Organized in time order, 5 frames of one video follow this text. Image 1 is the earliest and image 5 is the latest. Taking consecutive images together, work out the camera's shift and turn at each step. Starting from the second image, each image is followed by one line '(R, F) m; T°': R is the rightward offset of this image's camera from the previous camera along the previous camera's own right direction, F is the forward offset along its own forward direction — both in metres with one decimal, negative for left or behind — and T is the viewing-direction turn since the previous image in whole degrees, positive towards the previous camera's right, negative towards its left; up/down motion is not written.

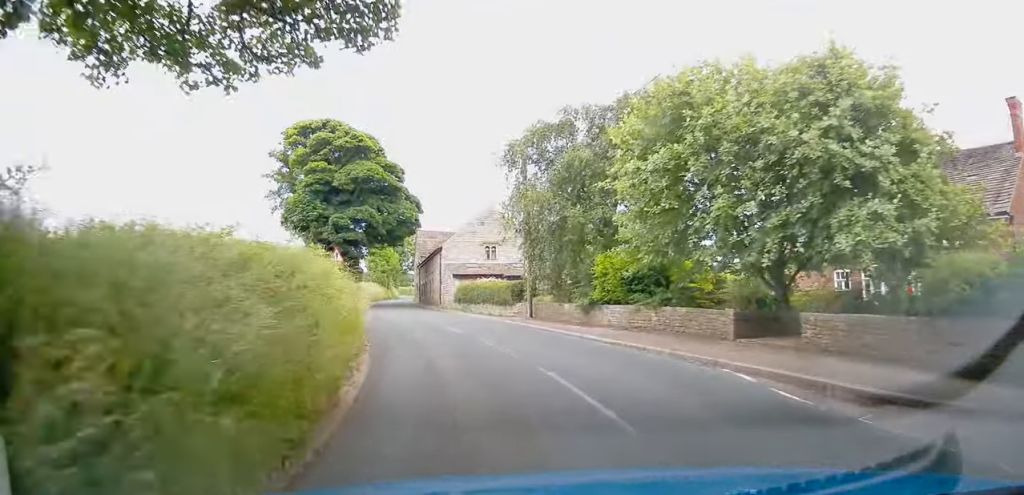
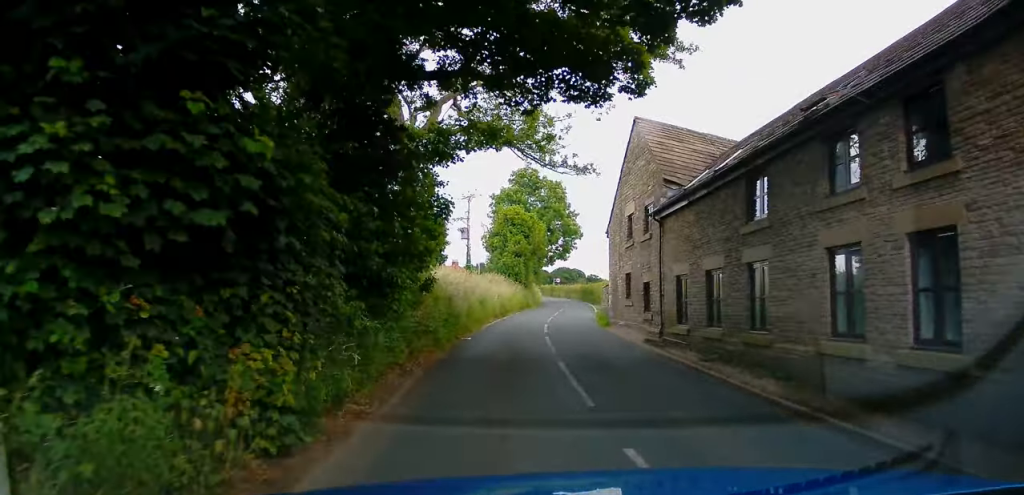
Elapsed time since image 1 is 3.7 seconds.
(-7.0, +39.0) m; -14°
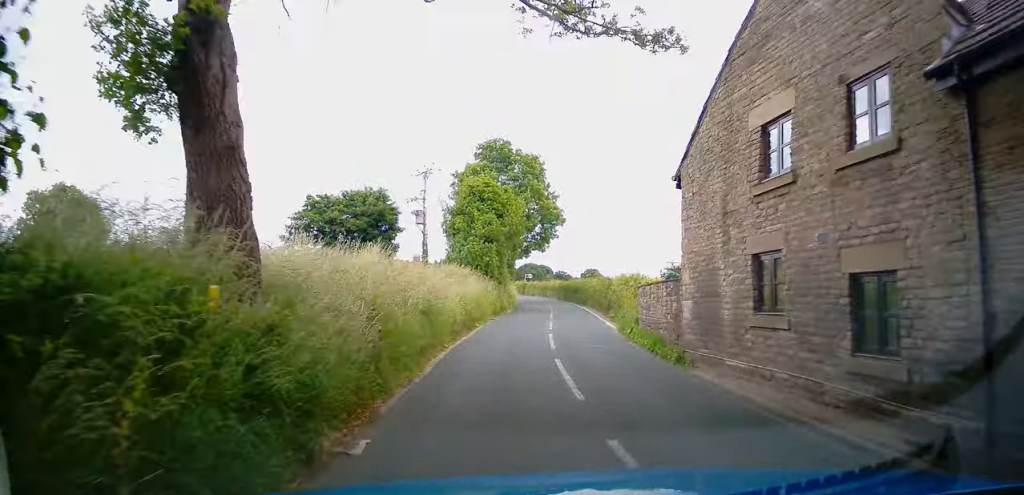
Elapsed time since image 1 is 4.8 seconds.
(+0.1, +12.1) m; +6°
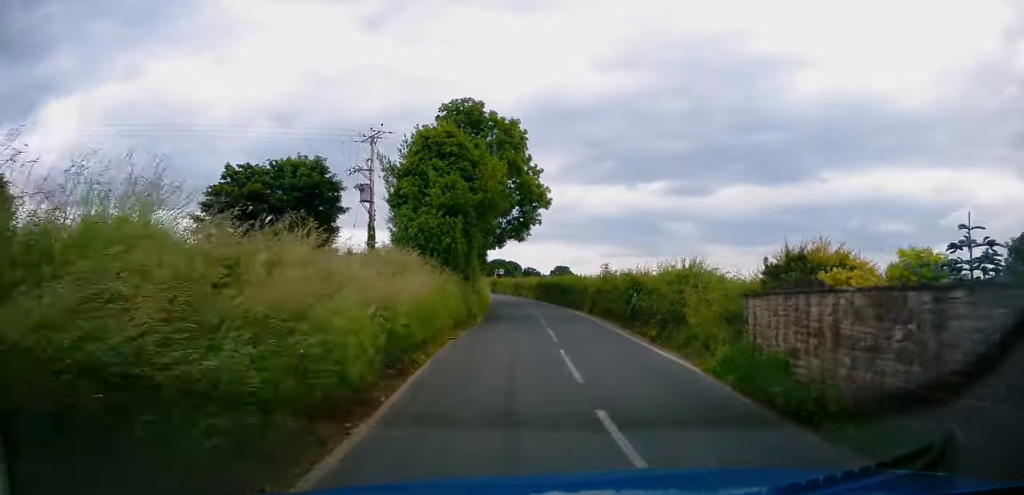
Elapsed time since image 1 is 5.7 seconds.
(+0.9, +10.8) m; +3°
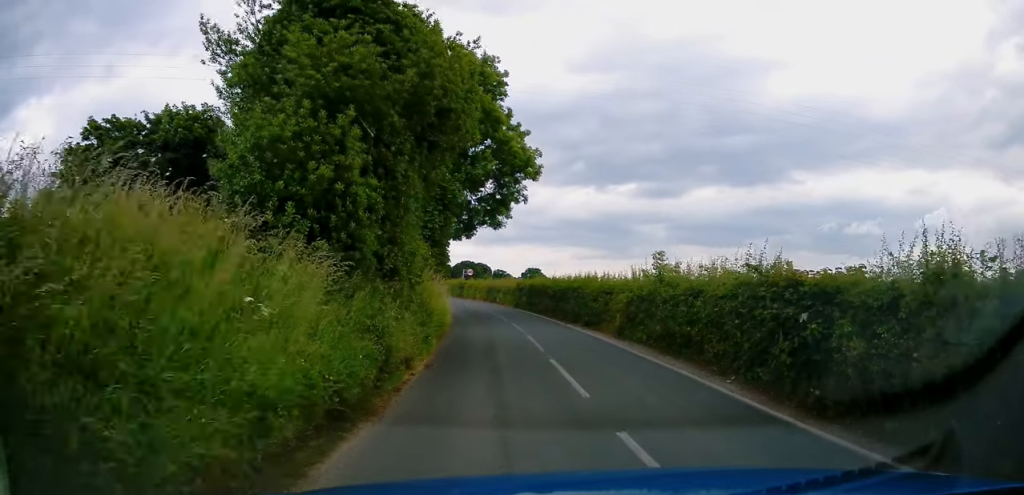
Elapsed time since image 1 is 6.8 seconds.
(-0.2, +12.9) m; +2°
